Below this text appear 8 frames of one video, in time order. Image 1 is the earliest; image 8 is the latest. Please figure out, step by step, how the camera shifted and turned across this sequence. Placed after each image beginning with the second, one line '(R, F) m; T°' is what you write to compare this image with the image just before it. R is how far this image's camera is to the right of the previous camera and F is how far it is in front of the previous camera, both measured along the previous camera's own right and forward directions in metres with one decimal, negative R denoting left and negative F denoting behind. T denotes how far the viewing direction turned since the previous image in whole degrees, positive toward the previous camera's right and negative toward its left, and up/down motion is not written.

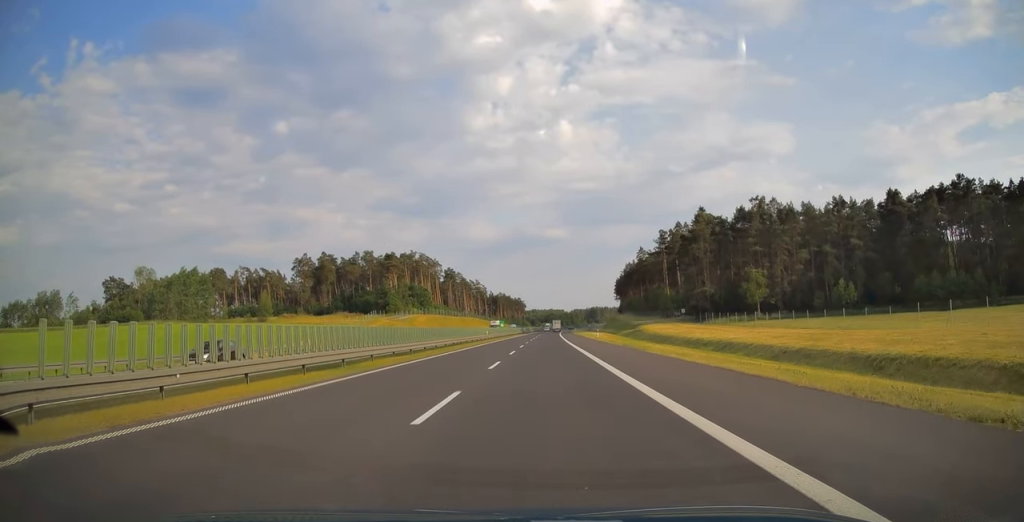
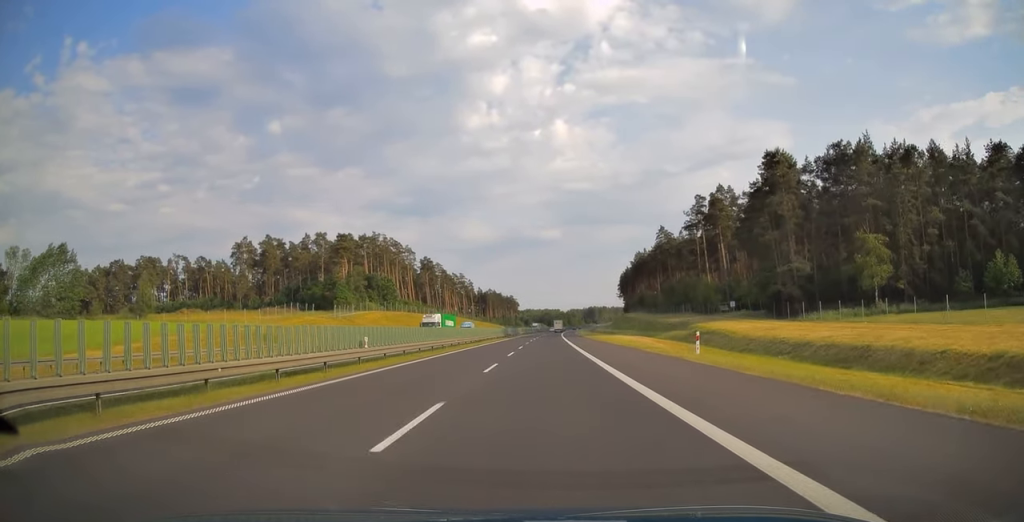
(+0.1, +50.0) m; 0°
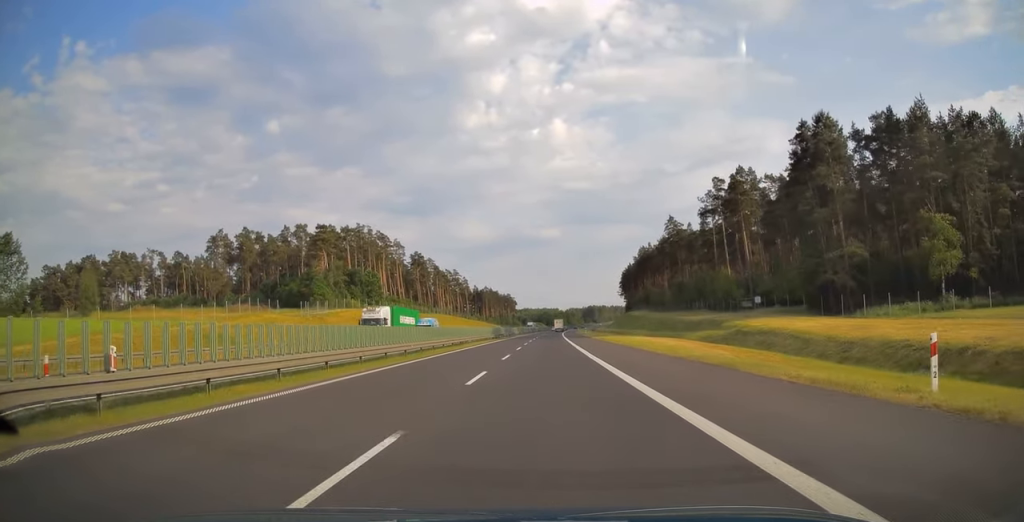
(0.0, +16.0) m; 0°
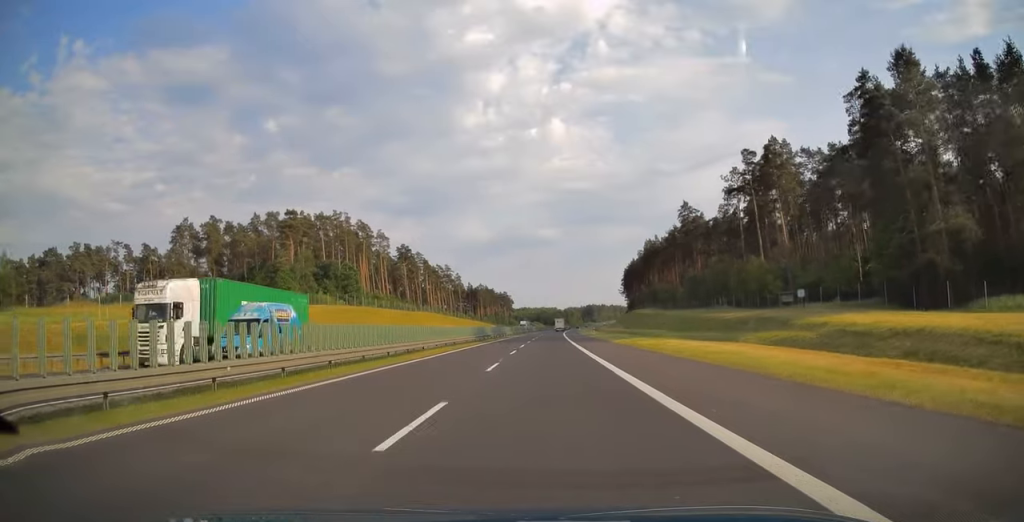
(0.0, +19.8) m; 0°
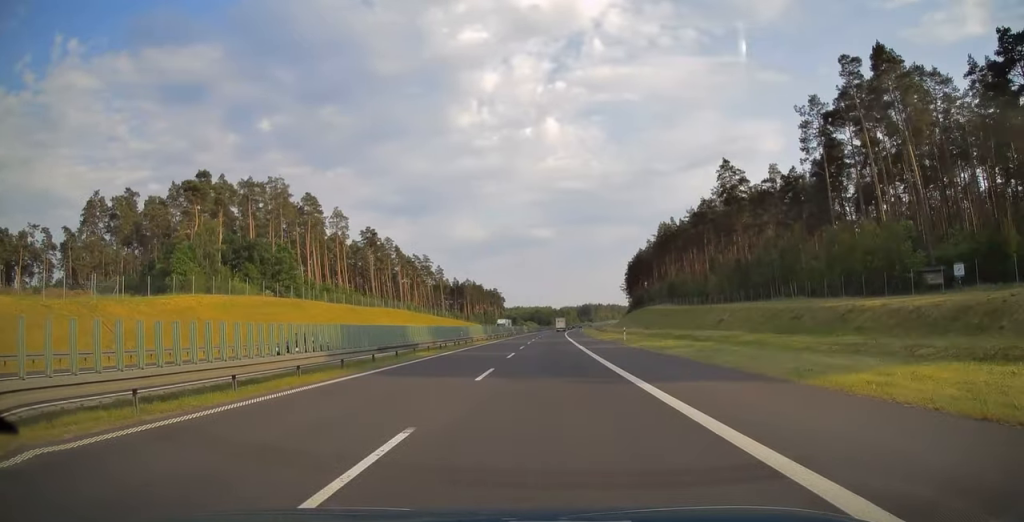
(+0.2, +39.2) m; +1°
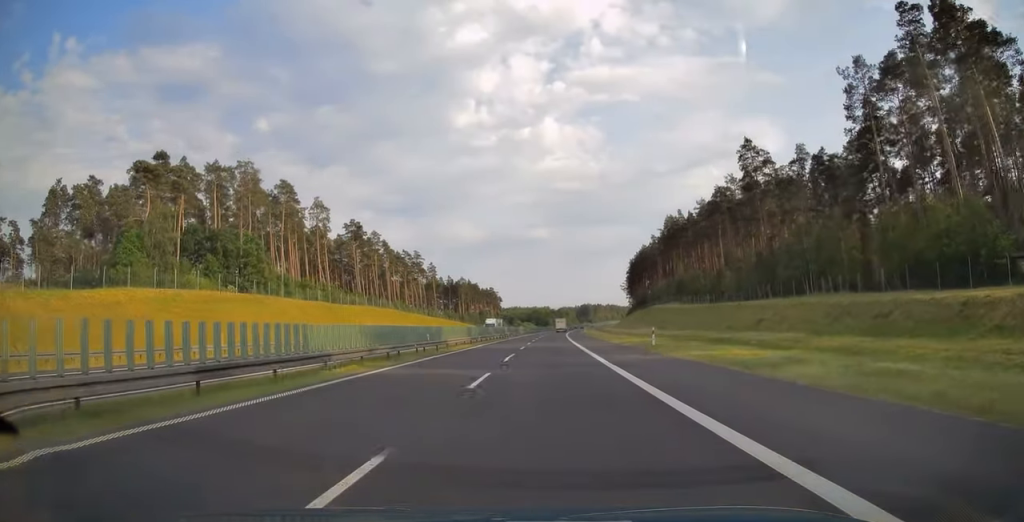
(0.0, +13.8) m; 0°
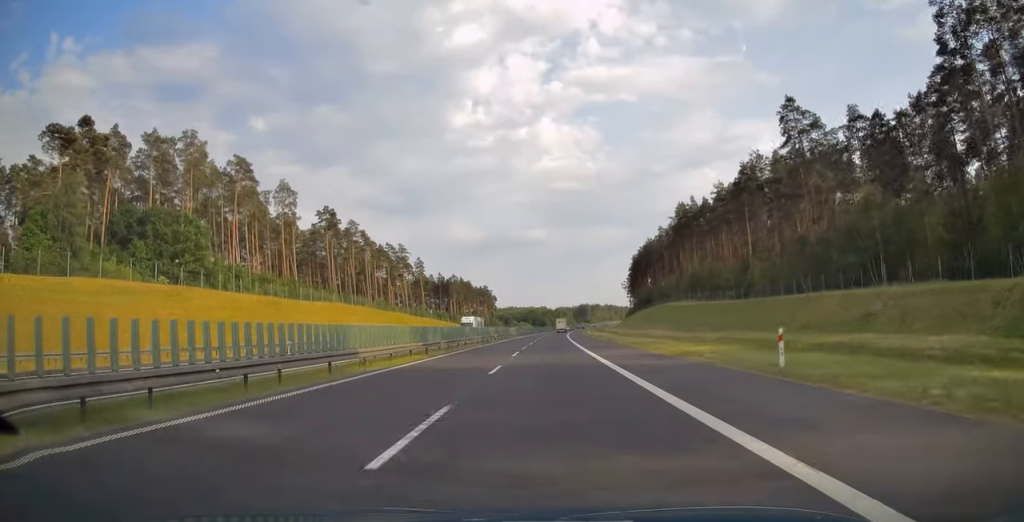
(+0.1, +19.9) m; 0°
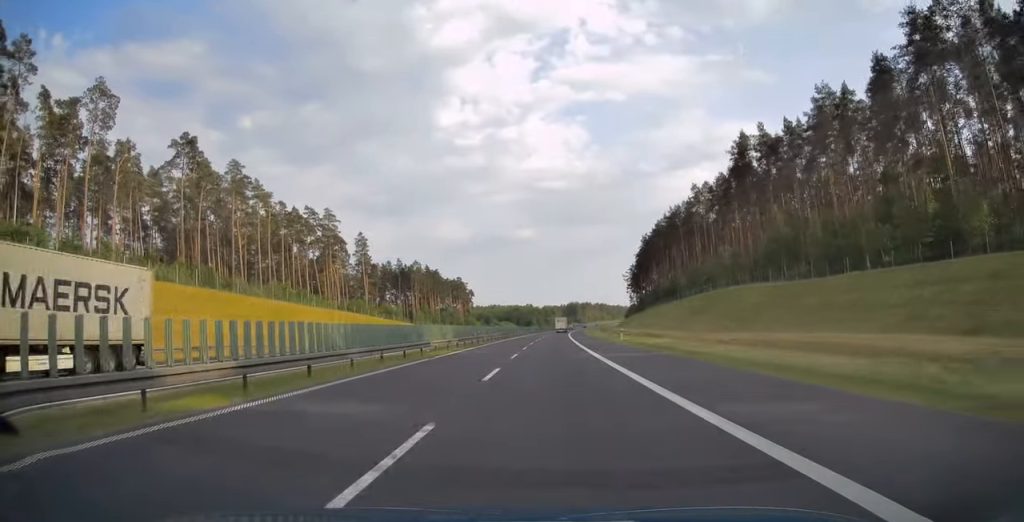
(+0.4, +62.3) m; +1°
